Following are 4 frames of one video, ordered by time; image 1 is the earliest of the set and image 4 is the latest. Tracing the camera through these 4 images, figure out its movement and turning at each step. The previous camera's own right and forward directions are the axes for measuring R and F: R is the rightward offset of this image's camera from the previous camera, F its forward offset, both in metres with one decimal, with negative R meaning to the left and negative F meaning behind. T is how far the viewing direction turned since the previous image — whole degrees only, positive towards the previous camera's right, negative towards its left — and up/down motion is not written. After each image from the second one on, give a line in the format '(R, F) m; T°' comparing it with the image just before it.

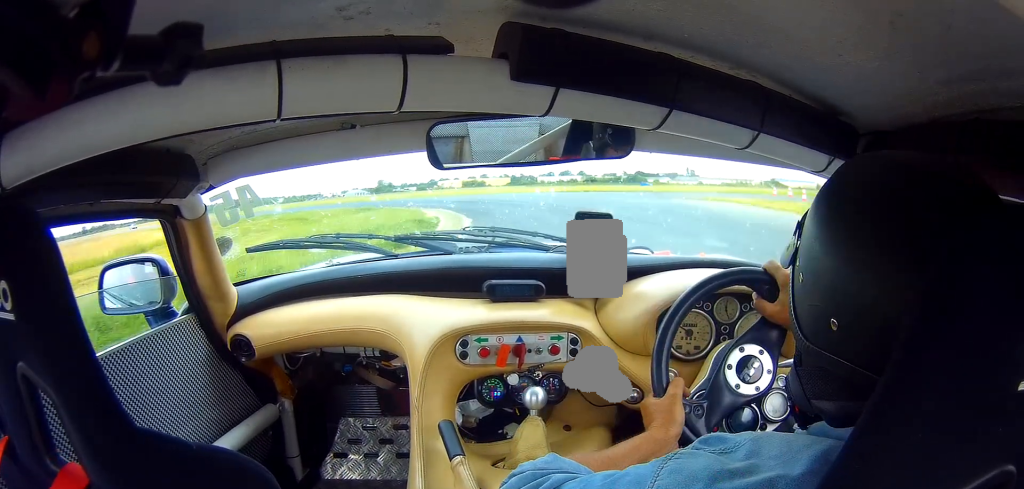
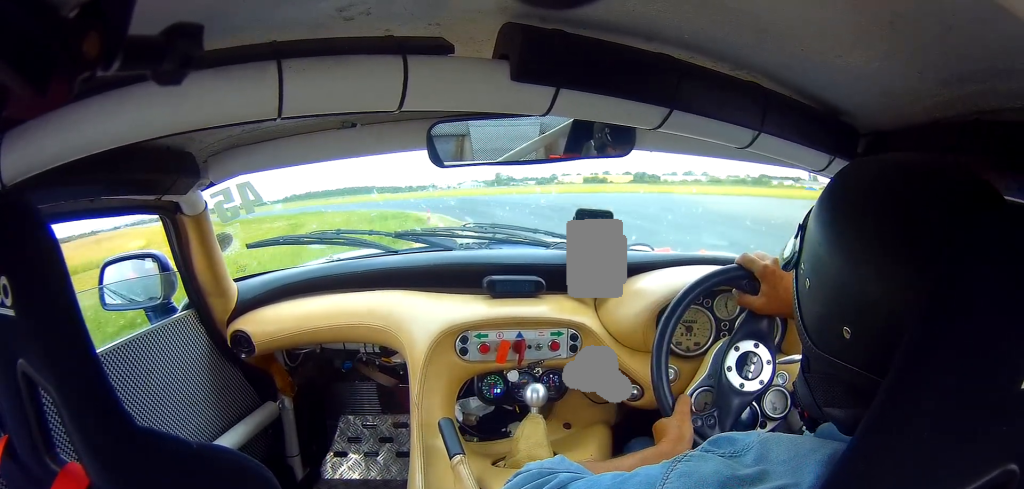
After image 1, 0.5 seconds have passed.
(-0.6, +14.5) m; -8°
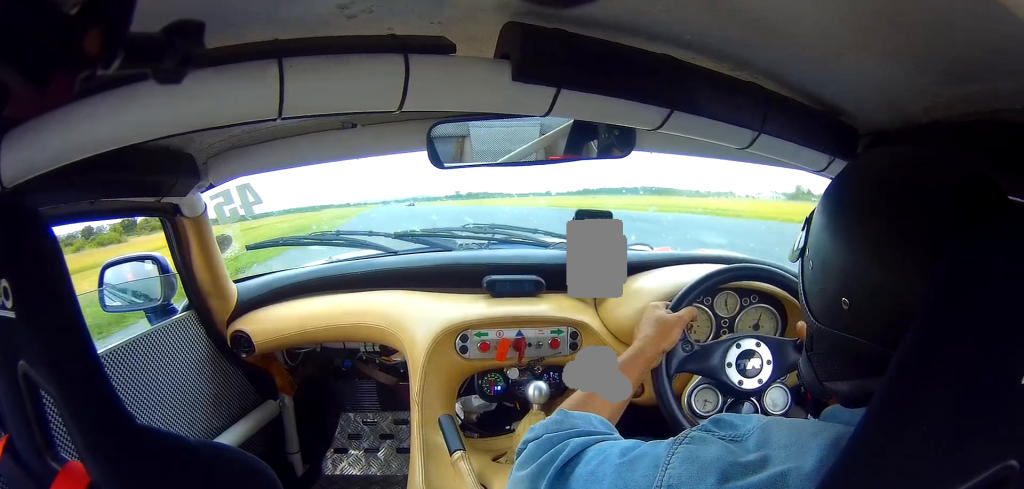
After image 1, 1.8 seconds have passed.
(-7.2, +37.2) m; -24°
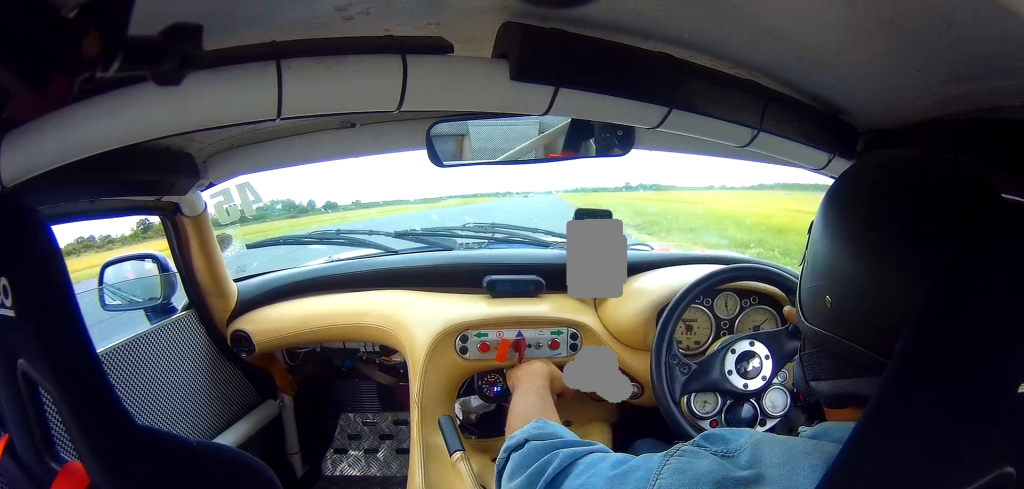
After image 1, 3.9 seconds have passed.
(-13.1, +70.5) m; -13°
